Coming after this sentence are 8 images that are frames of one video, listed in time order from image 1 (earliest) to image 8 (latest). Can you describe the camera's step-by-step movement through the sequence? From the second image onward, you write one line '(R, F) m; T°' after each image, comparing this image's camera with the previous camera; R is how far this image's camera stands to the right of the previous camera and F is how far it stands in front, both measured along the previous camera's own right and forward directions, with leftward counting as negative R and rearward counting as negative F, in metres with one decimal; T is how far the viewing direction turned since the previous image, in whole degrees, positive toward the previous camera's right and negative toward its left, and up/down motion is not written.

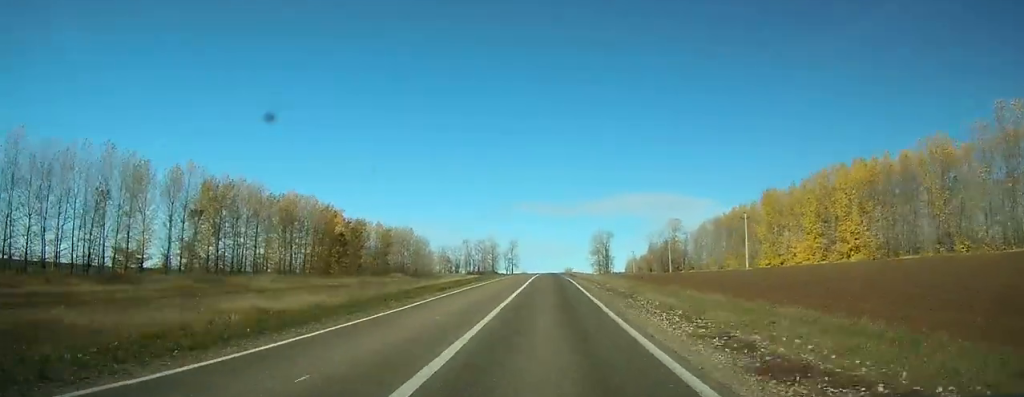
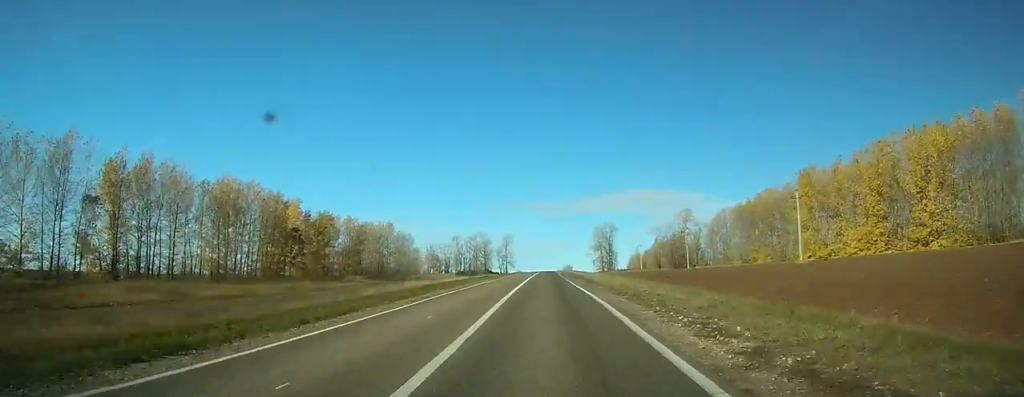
(+0.1, +24.5) m; 0°
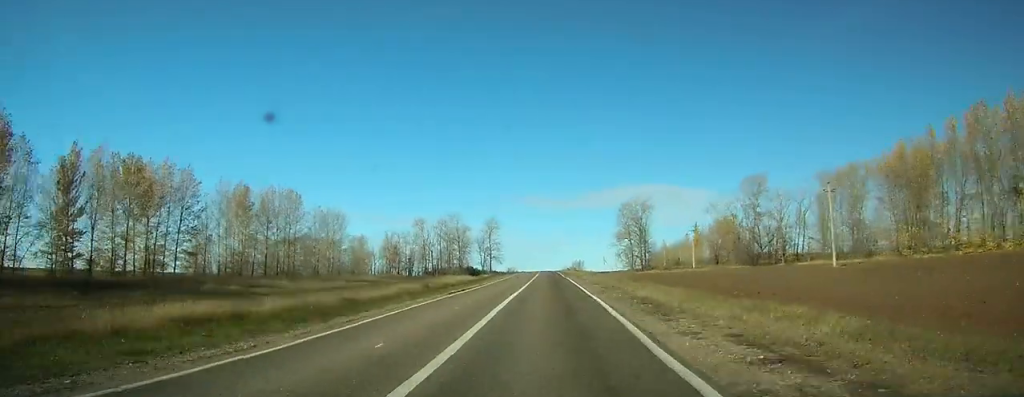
(+0.1, +79.7) m; 0°
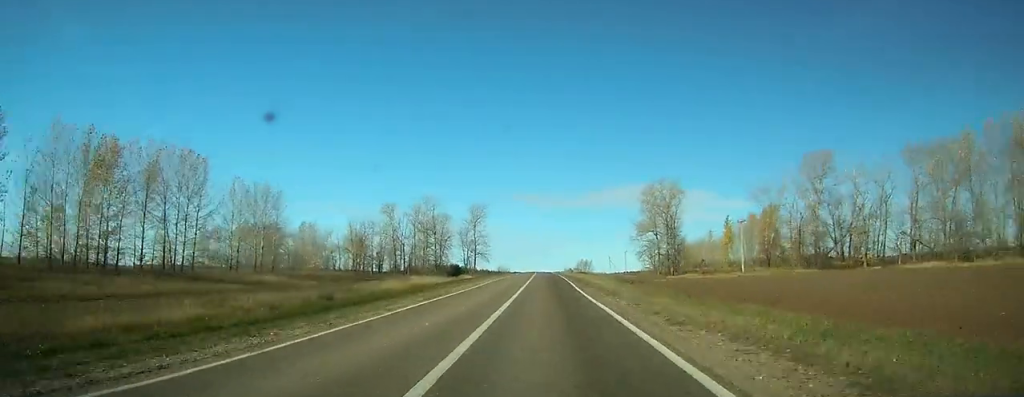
(0.0, +37.1) m; 0°
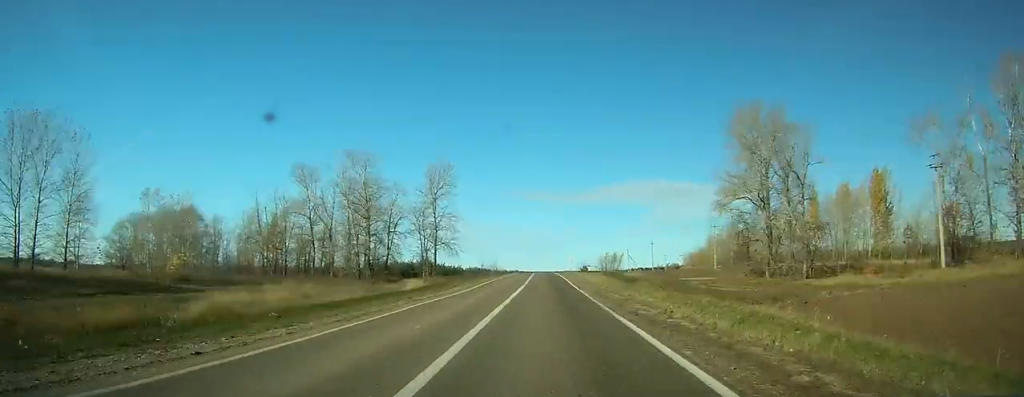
(0.0, +53.6) m; 0°
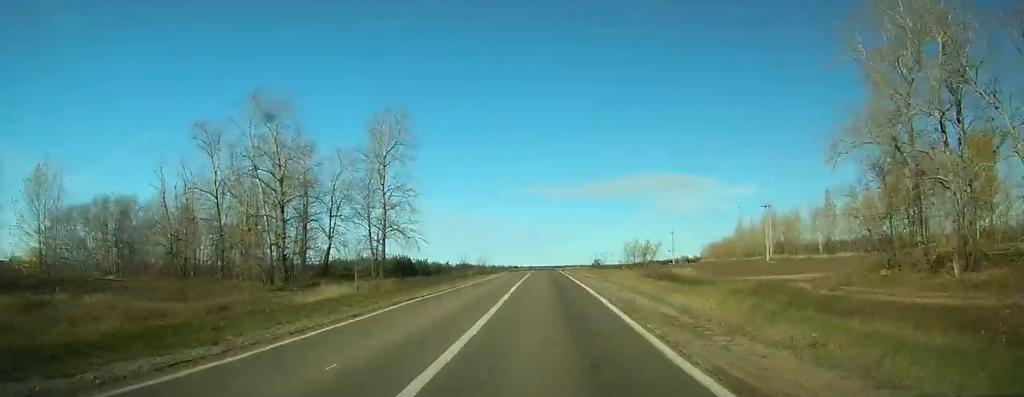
(0.0, +27.7) m; 0°
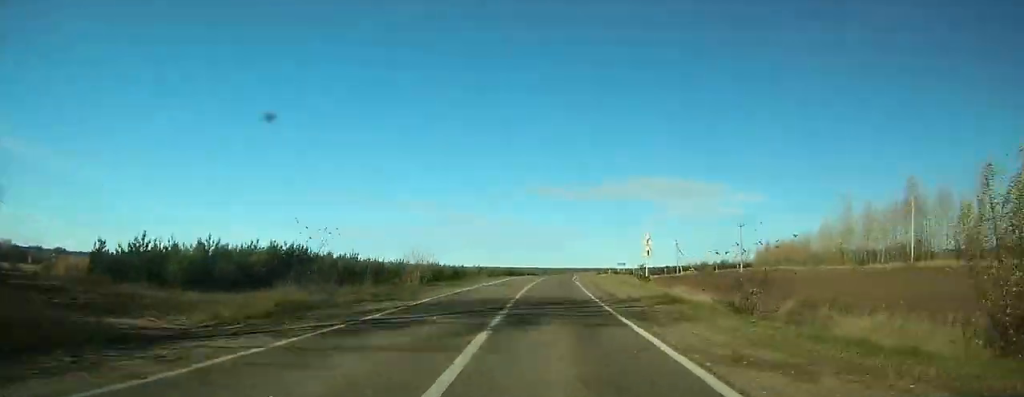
(-0.2, +58.2) m; 0°
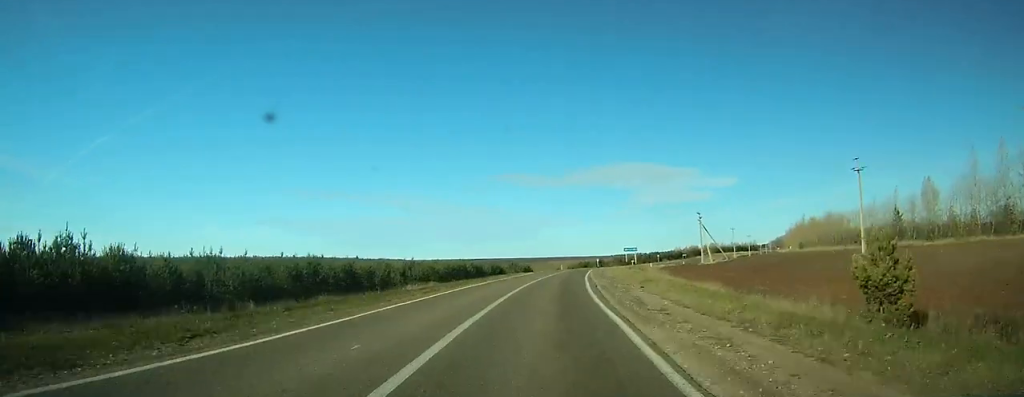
(+0.4, +54.1) m; +2°
